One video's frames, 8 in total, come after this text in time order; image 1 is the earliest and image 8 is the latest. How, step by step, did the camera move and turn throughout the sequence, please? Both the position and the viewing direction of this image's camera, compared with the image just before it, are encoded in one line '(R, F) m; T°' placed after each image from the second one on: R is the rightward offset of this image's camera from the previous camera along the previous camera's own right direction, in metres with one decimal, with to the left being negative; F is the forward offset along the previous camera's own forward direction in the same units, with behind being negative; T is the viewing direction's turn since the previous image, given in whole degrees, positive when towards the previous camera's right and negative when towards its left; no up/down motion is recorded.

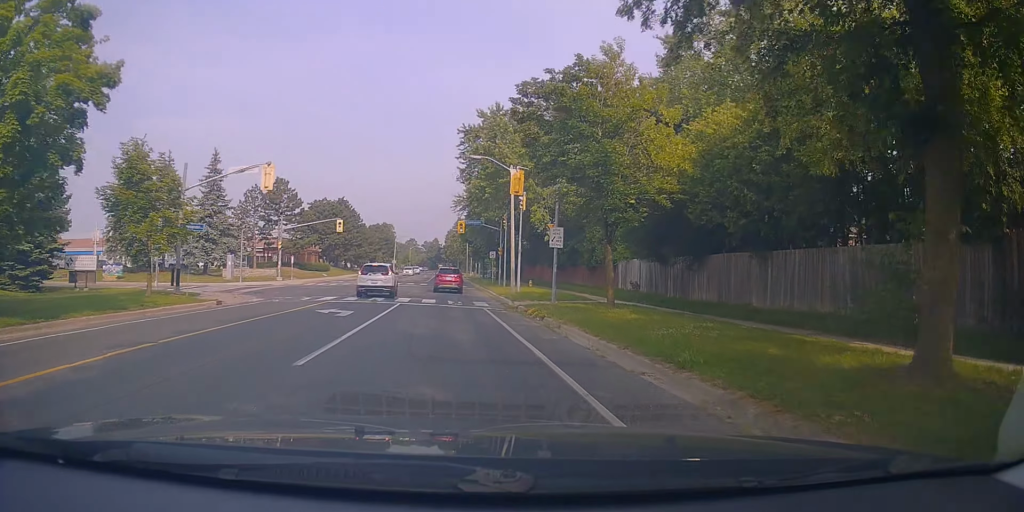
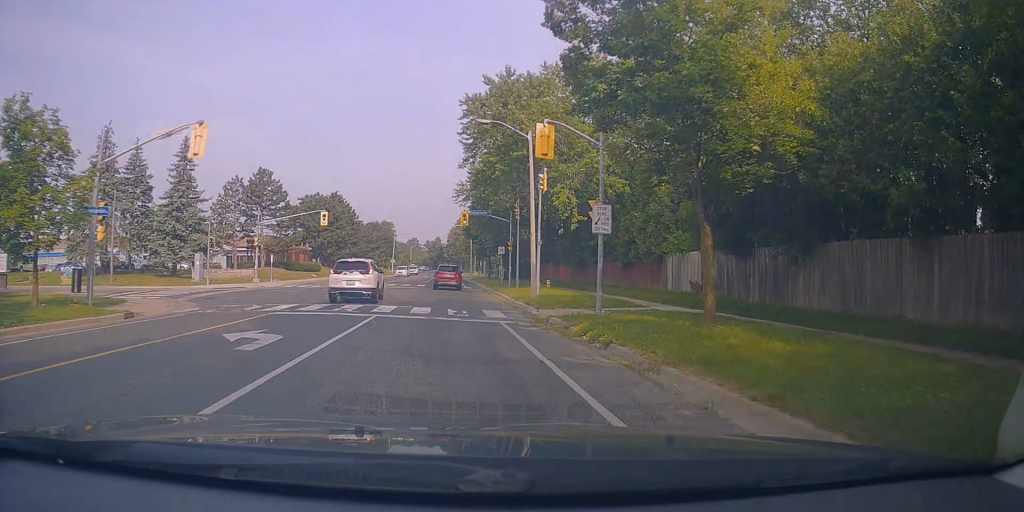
(+0.2, +7.6) m; +1°
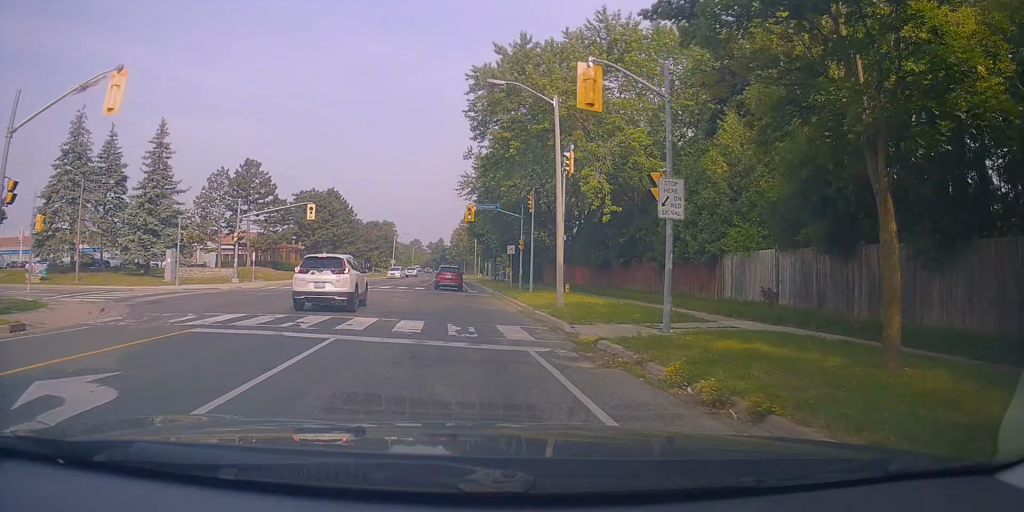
(0.0, +5.5) m; 0°
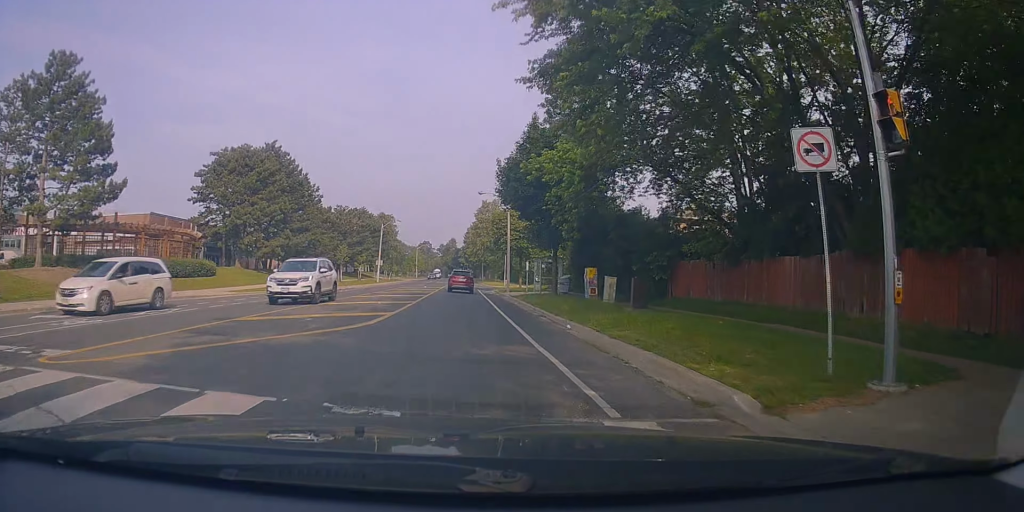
(-0.1, +35.4) m; -1°
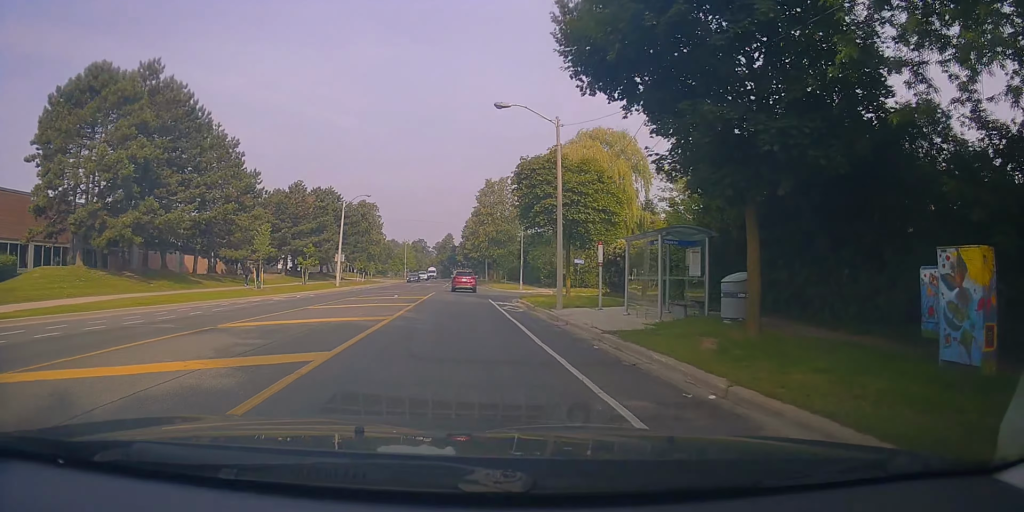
(-0.2, +24.2) m; 0°
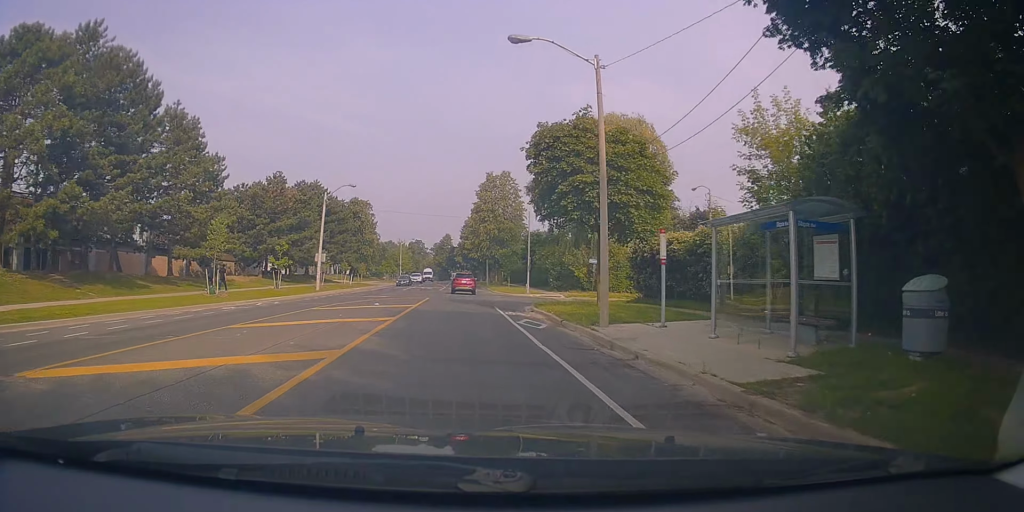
(+0.1, +6.9) m; 0°
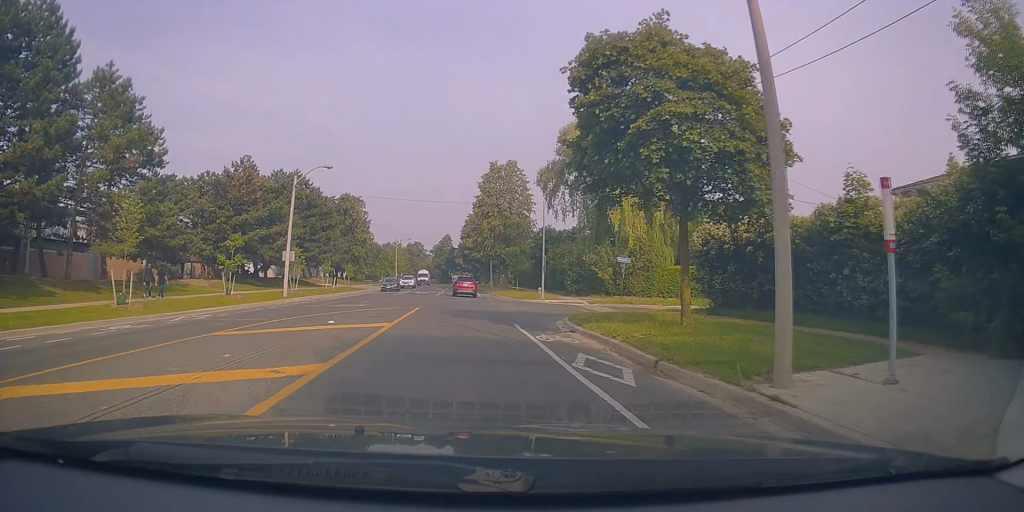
(0.0, +8.8) m; -2°
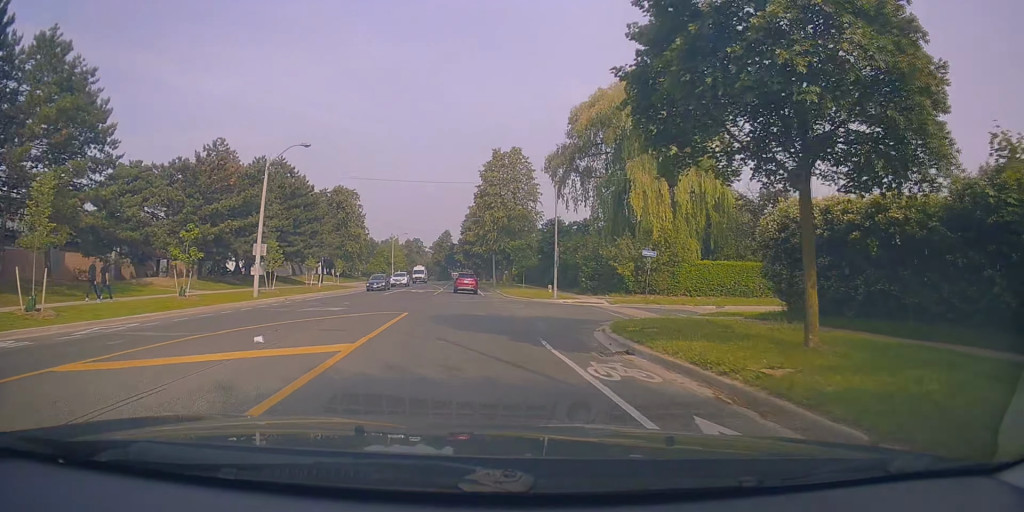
(+0.1, +5.5) m; -1°
